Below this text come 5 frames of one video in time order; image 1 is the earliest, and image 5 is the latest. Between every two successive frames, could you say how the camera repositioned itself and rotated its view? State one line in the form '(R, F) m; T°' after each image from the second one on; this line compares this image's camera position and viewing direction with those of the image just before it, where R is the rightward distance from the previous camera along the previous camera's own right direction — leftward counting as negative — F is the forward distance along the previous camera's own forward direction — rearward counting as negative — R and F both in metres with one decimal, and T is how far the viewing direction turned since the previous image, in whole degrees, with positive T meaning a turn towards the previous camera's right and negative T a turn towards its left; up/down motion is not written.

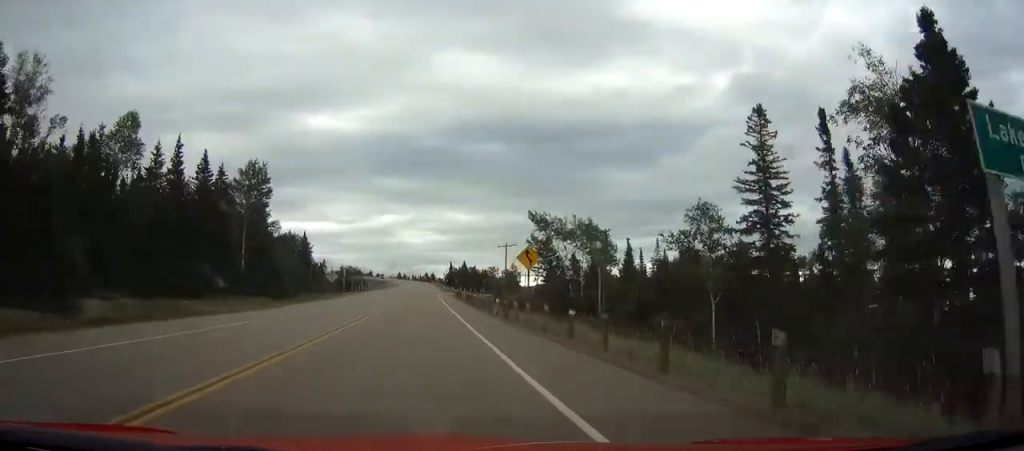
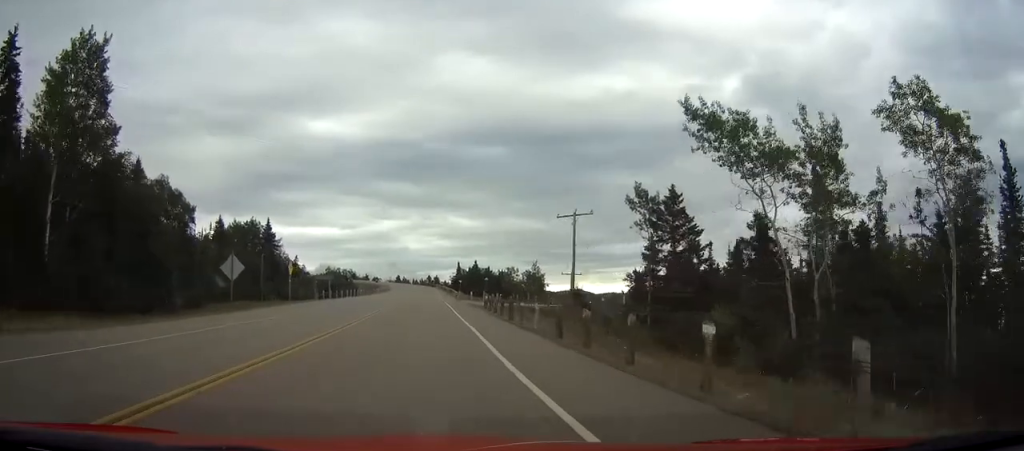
(-0.7, +45.4) m; -1°
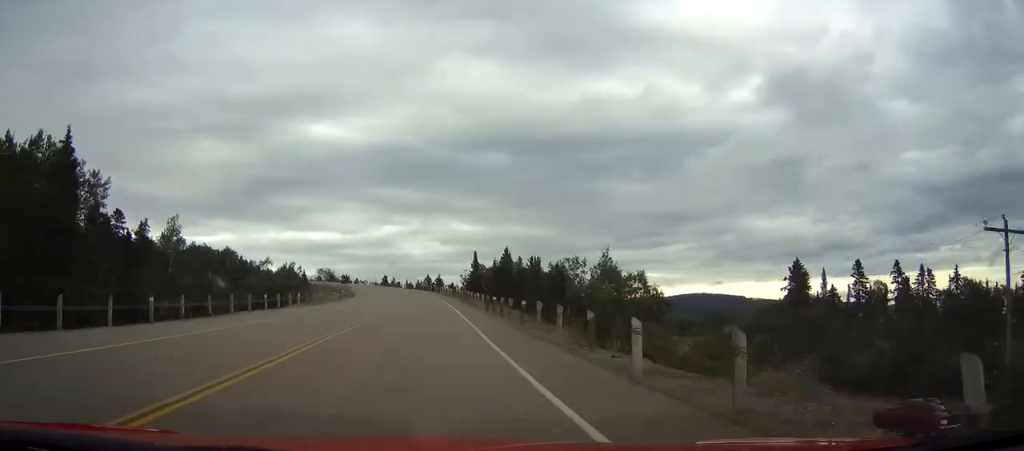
(0.0, +82.8) m; 0°
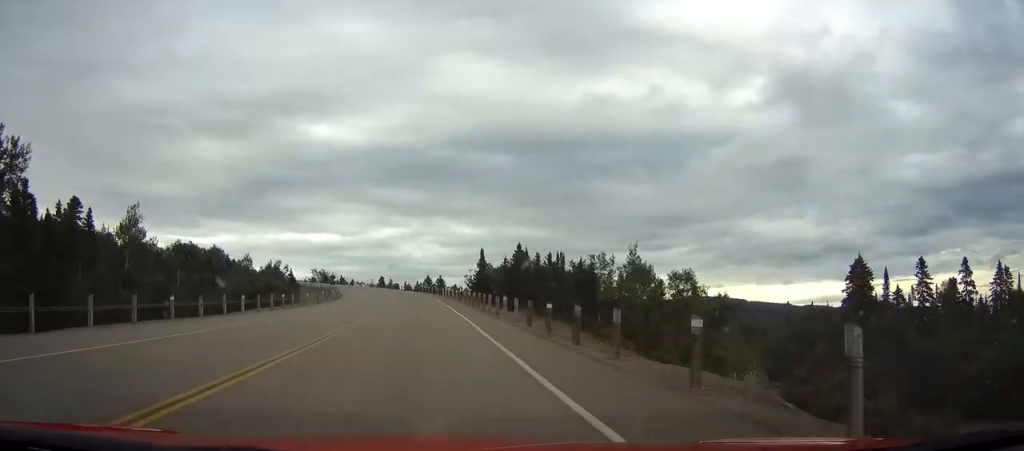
(0.0, +16.4) m; 0°
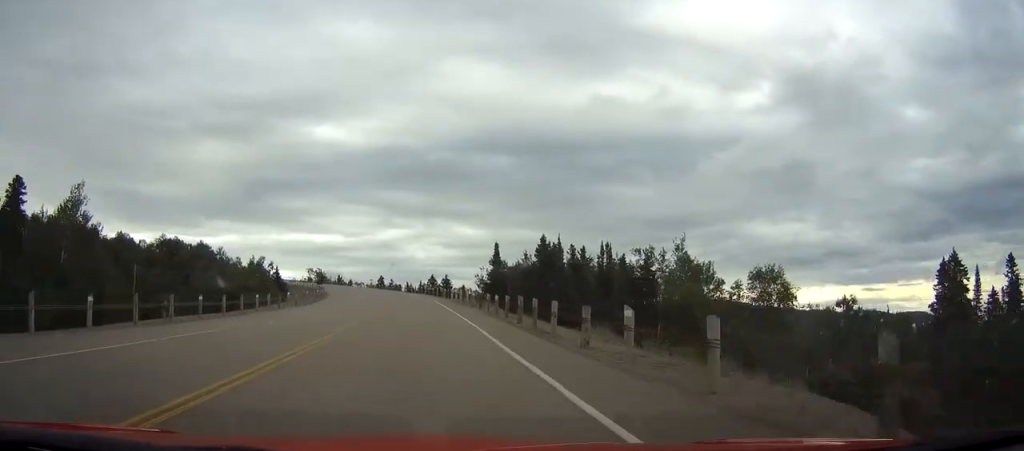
(0.0, +18.3) m; 0°
